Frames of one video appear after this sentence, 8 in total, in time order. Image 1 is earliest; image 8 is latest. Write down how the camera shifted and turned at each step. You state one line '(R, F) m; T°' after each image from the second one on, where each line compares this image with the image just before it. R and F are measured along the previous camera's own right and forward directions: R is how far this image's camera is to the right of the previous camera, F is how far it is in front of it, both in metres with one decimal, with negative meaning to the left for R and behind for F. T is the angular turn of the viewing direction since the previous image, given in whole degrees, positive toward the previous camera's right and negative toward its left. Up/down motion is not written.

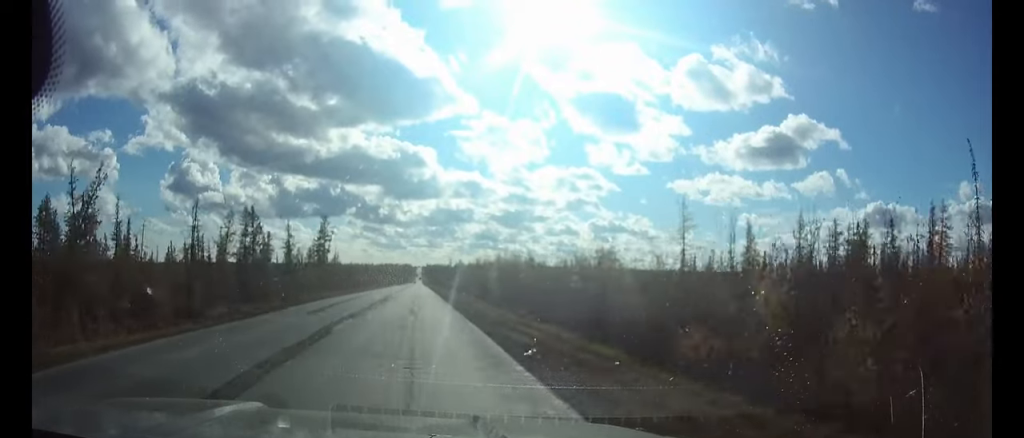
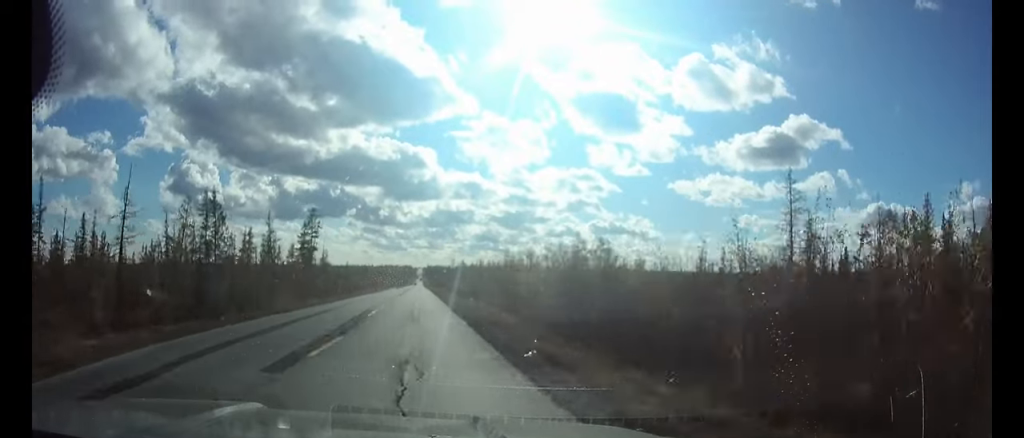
(0.0, +16.6) m; 0°
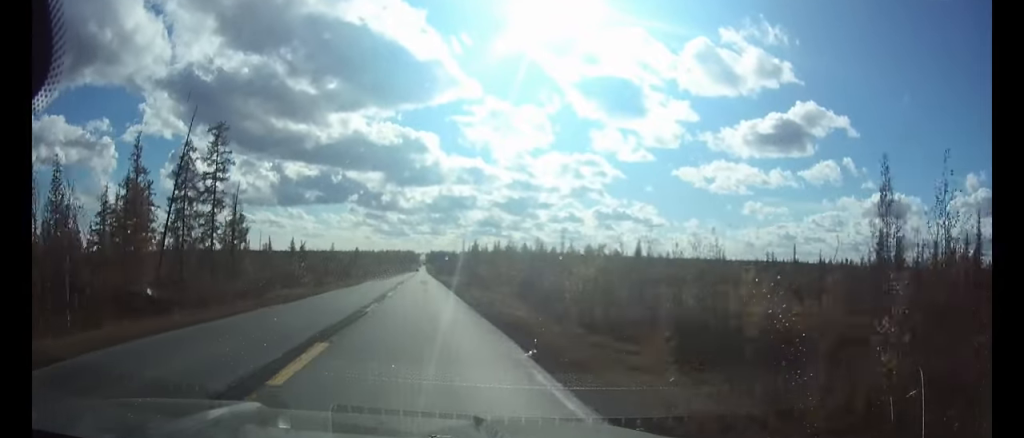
(-0.1, +53.6) m; 0°
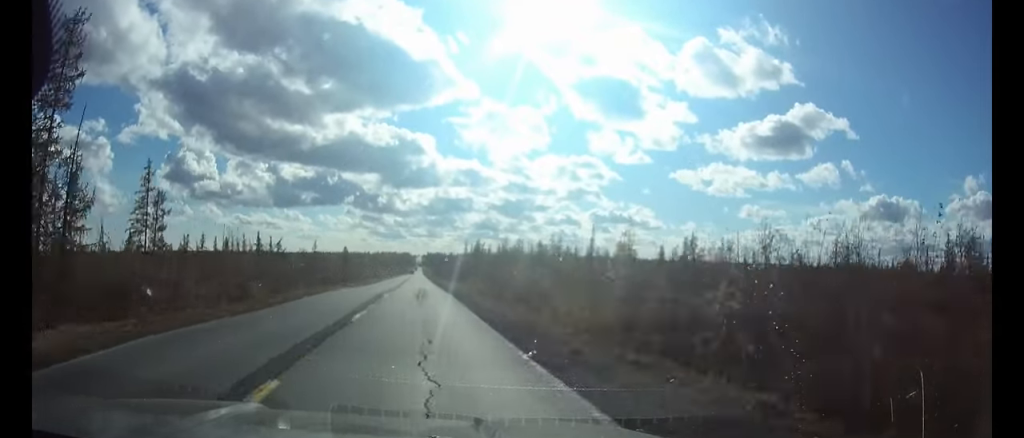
(+0.1, +26.5) m; 0°
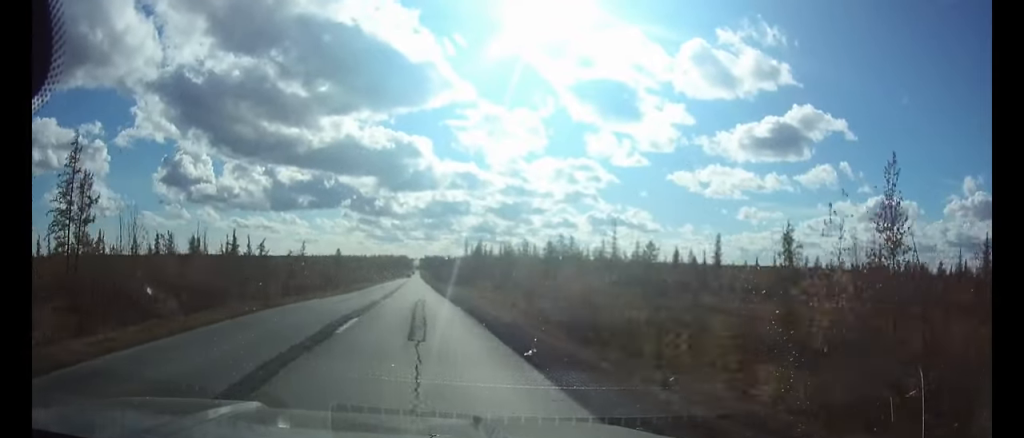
(0.0, +14.6) m; 0°
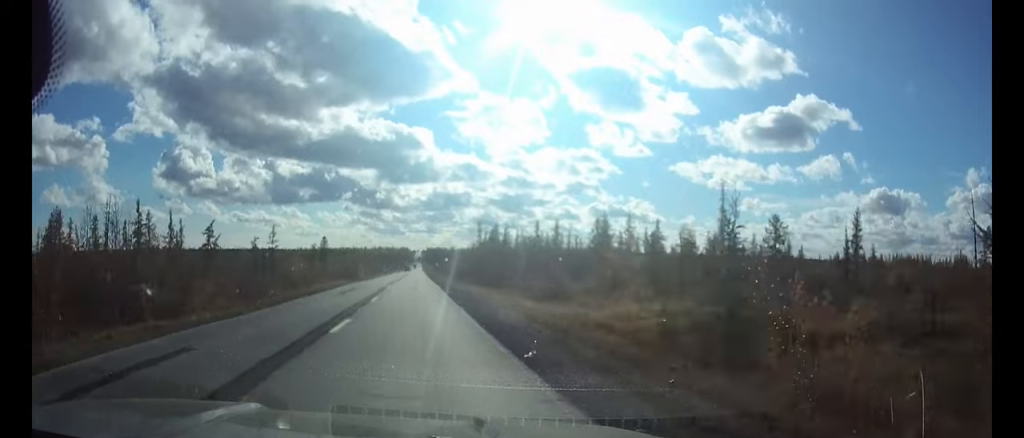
(0.0, +35.8) m; 0°
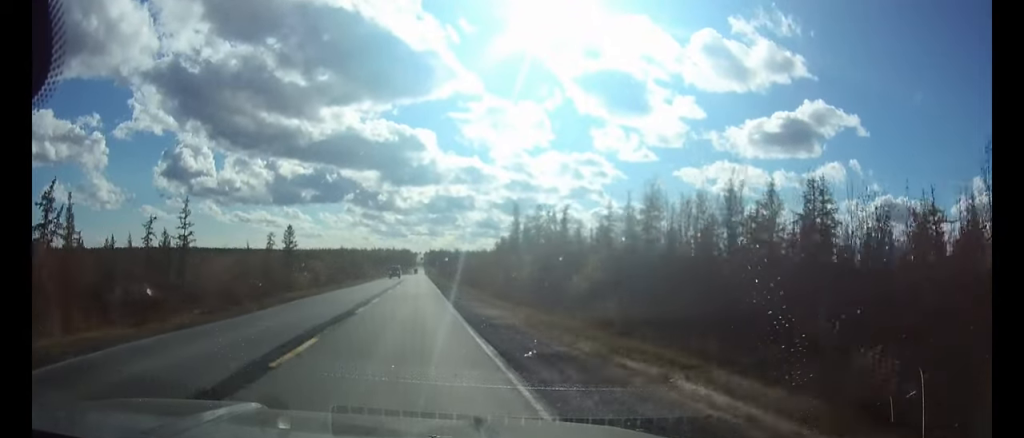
(-0.1, +51.4) m; 0°
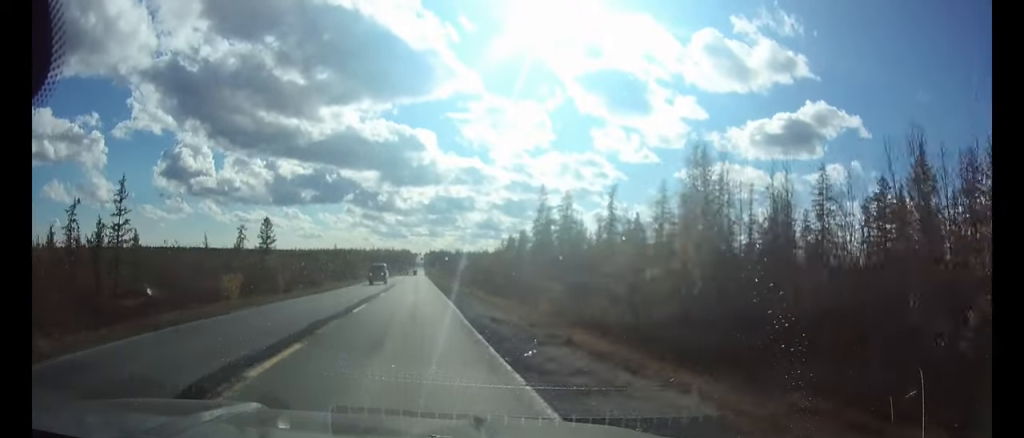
(0.0, +19.6) m; 0°
